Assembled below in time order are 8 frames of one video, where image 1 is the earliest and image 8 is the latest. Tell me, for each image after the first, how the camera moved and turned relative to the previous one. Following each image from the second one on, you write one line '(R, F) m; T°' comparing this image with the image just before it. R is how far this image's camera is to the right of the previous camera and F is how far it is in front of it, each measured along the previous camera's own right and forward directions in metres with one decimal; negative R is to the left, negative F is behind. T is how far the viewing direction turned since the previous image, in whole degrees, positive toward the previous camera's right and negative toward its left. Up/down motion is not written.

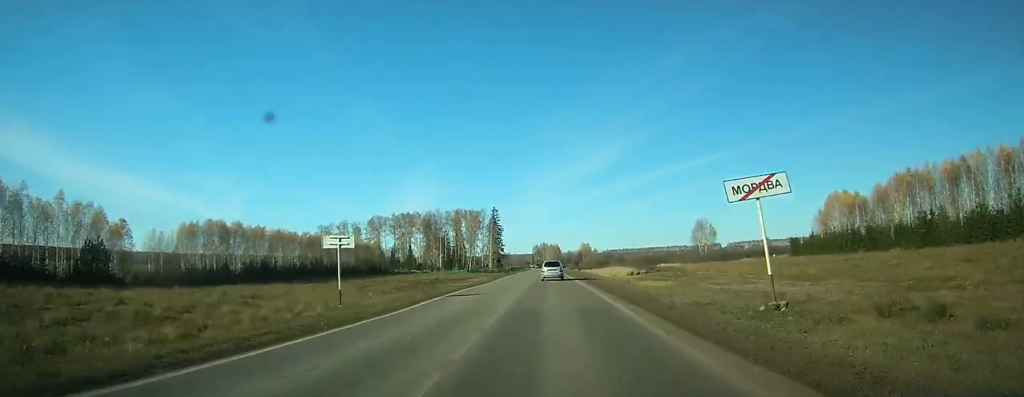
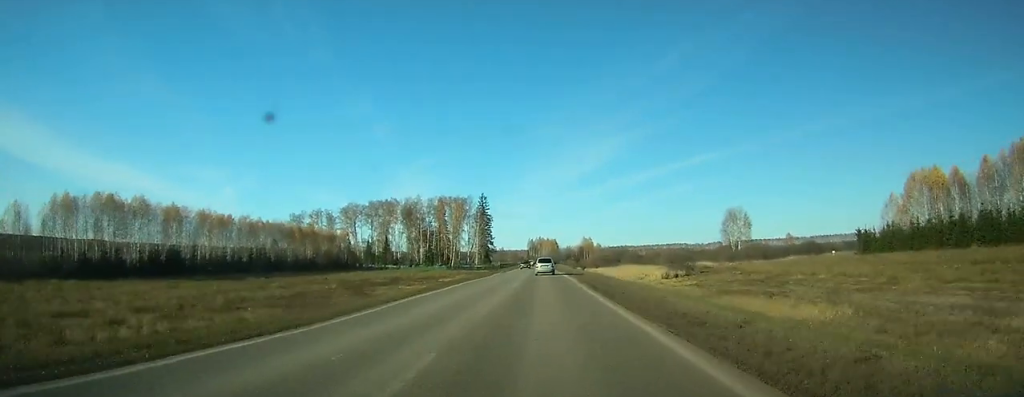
(+0.3, +34.3) m; 0°
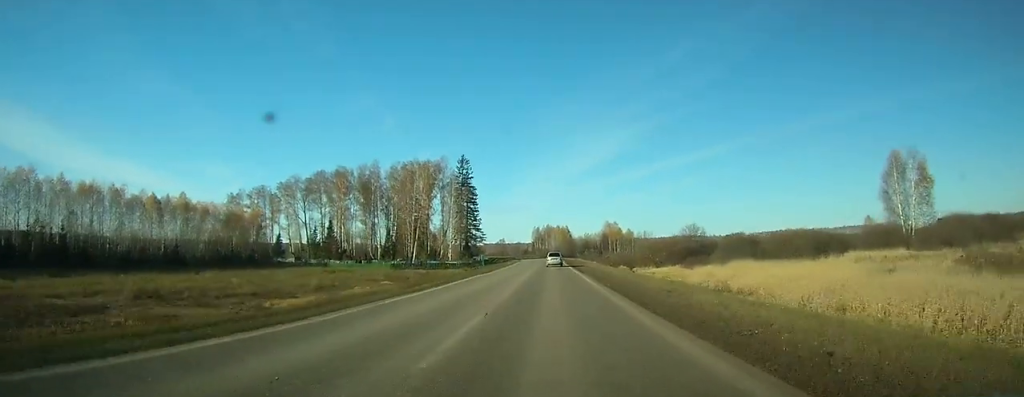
(-0.2, +68.6) m; 0°
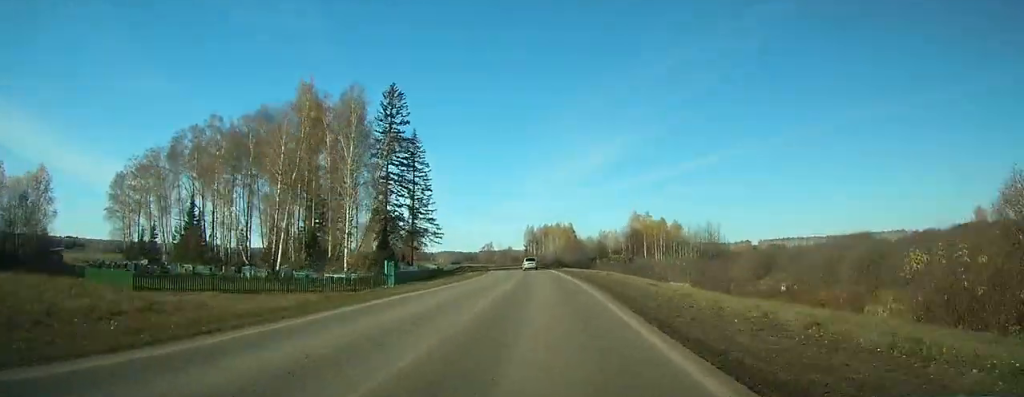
(+0.1, +65.6) m; 0°
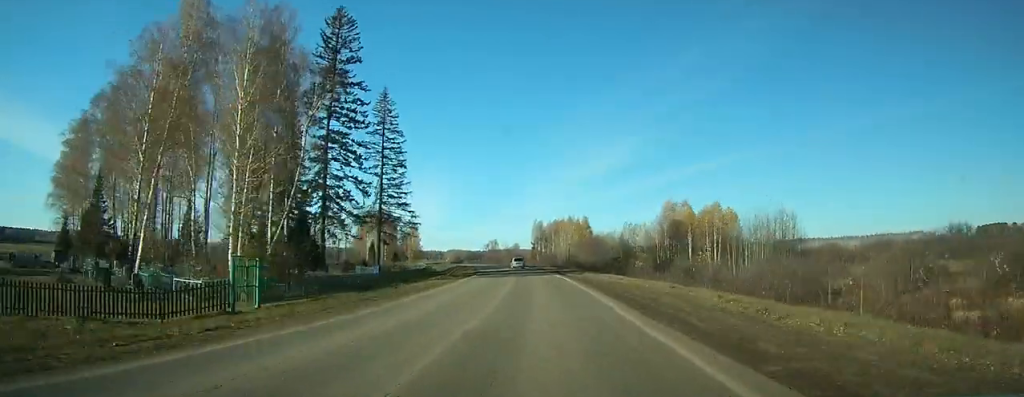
(+0.1, +27.0) m; -1°
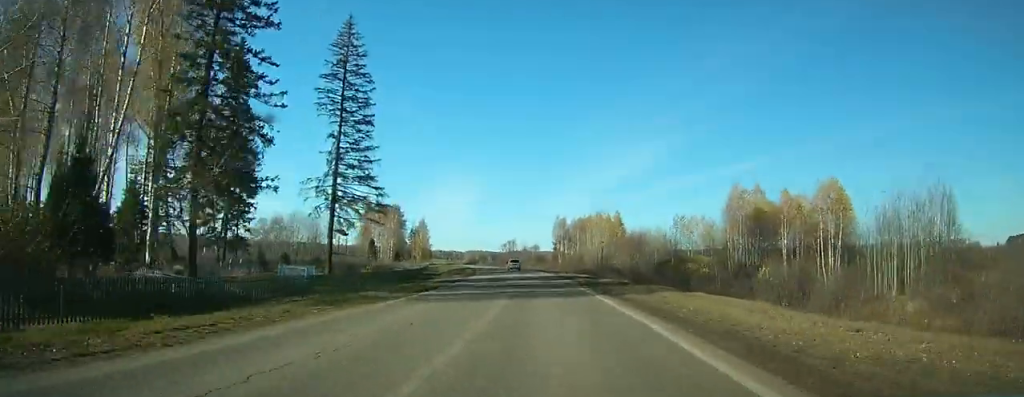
(-0.2, +25.7) m; -2°
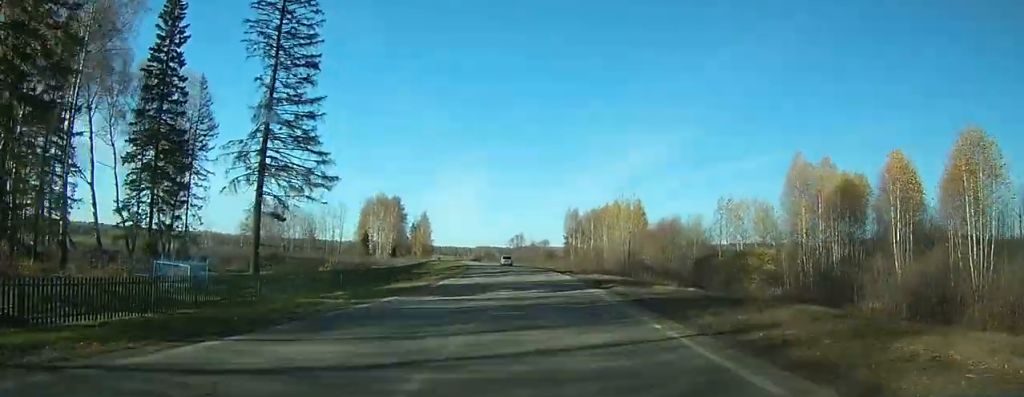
(-0.2, +16.7) m; -1°
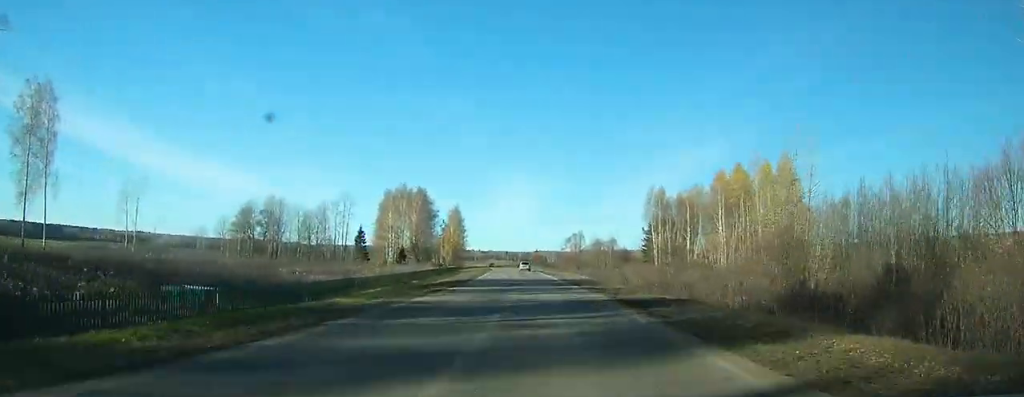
(-2.1, +49.2) m; -5°
